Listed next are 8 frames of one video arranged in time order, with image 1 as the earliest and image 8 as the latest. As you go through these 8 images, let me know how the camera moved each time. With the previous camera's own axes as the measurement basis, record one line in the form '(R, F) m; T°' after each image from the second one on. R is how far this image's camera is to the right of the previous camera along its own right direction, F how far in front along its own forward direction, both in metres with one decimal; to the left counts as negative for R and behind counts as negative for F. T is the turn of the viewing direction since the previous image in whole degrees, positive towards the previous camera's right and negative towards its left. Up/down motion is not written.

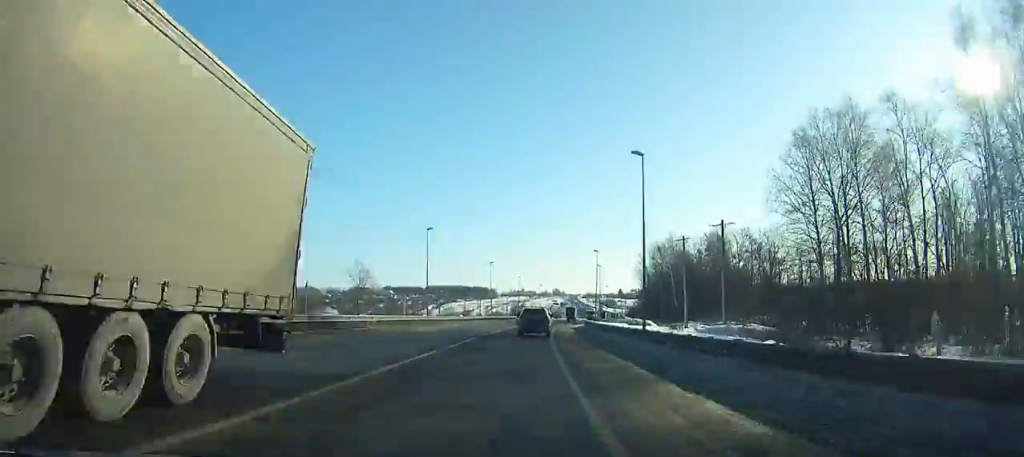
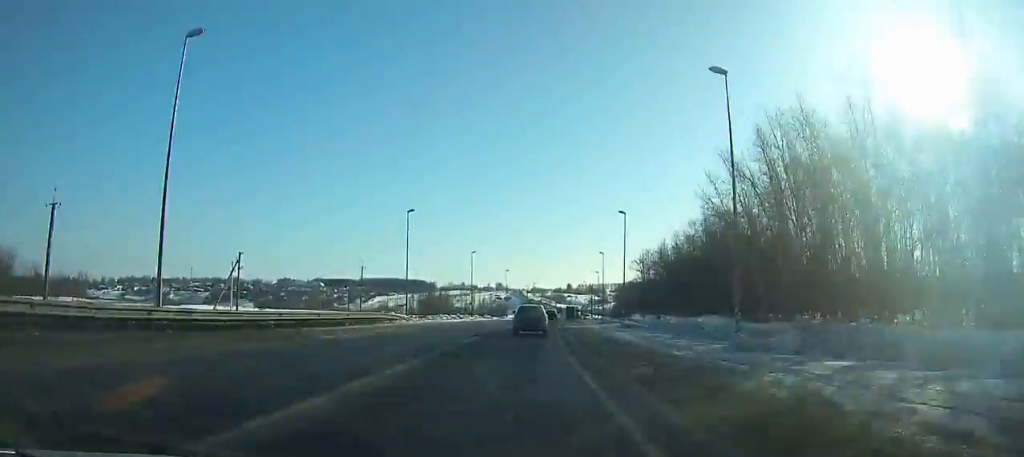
(+4.3, +82.4) m; +6°
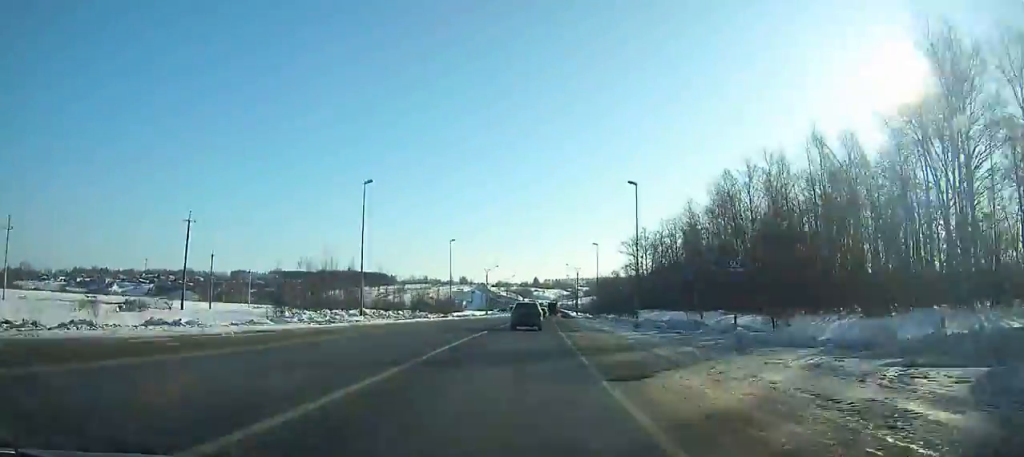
(+1.1, +45.9) m; +3°
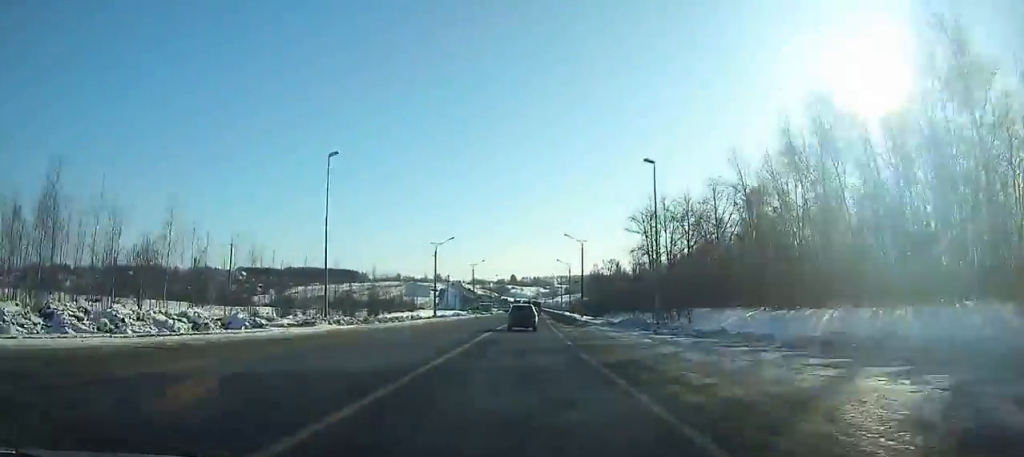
(+1.2, +44.1) m; +2°
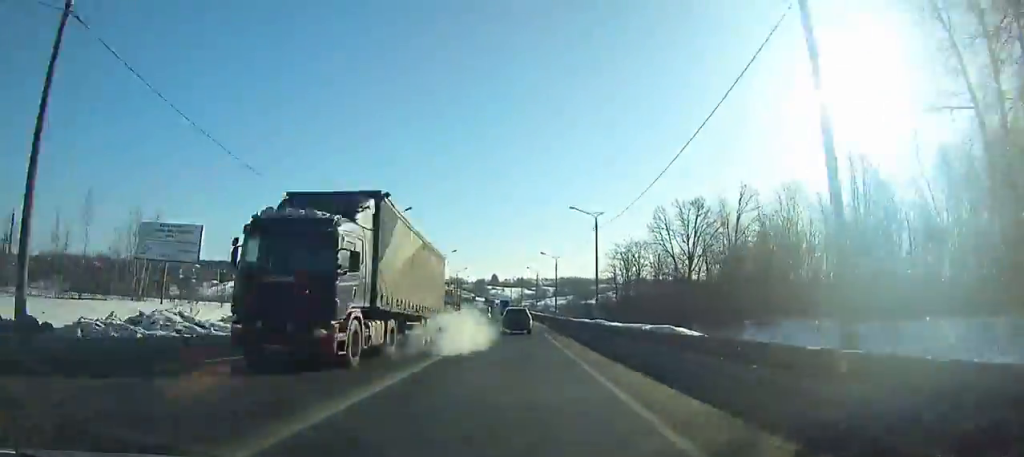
(+2.4, +97.6) m; +2°
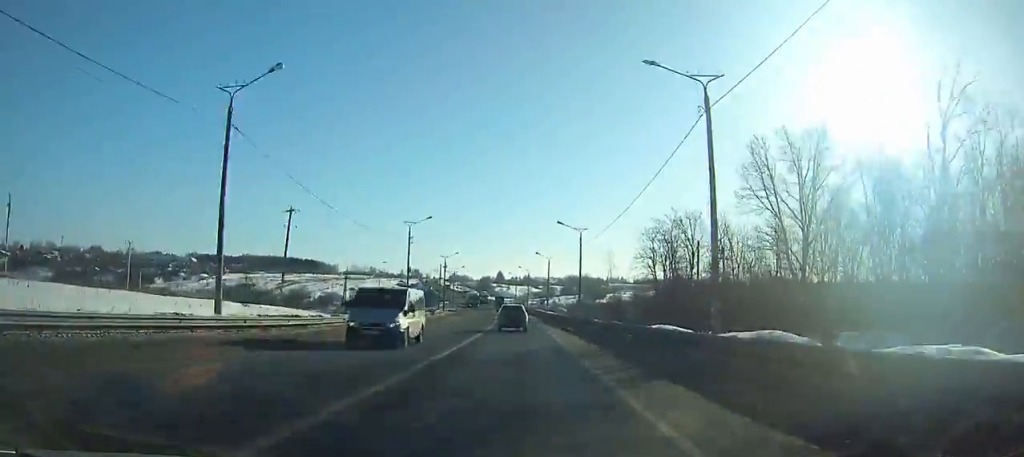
(+0.2, +30.0) m; 0°
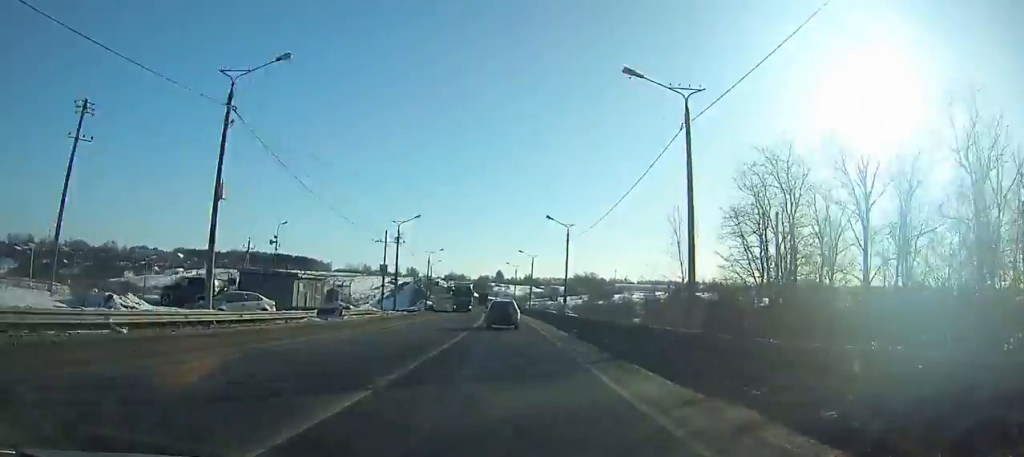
(-0.2, +39.0) m; -1°
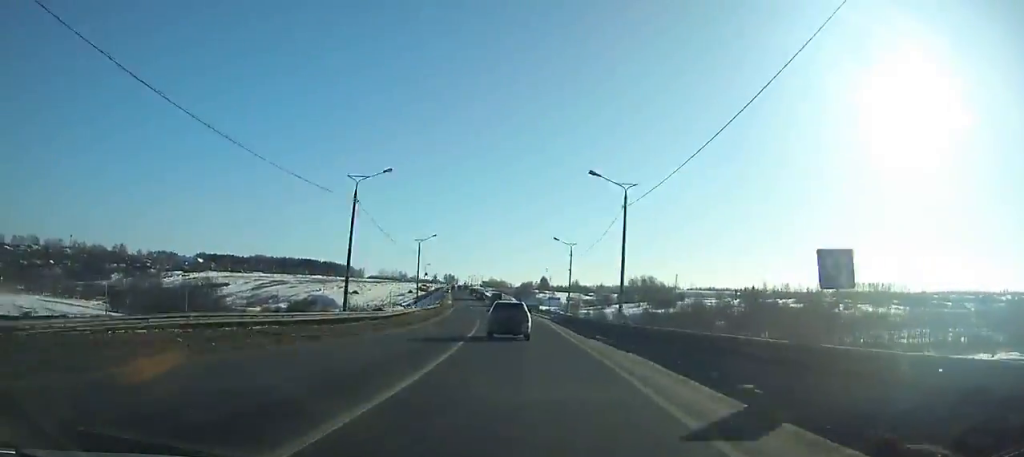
(-0.9, +59.1) m; -2°
